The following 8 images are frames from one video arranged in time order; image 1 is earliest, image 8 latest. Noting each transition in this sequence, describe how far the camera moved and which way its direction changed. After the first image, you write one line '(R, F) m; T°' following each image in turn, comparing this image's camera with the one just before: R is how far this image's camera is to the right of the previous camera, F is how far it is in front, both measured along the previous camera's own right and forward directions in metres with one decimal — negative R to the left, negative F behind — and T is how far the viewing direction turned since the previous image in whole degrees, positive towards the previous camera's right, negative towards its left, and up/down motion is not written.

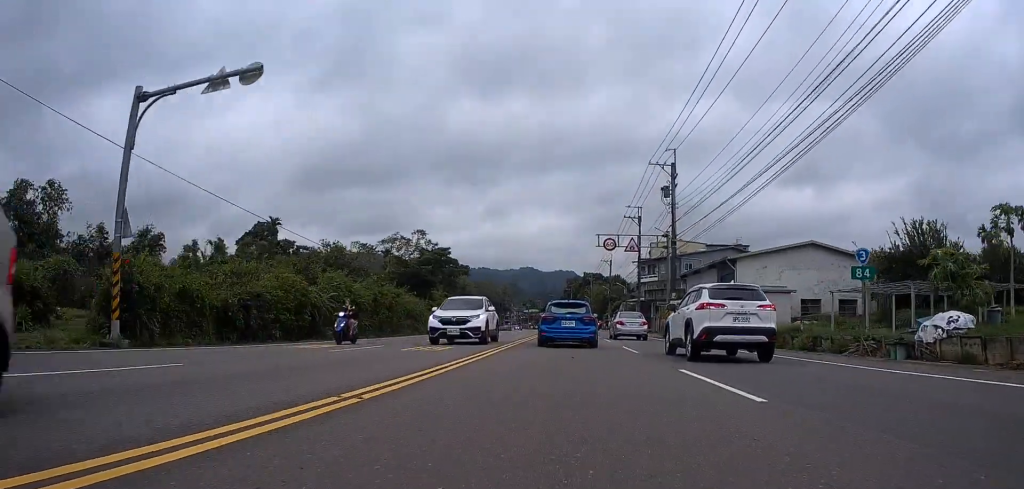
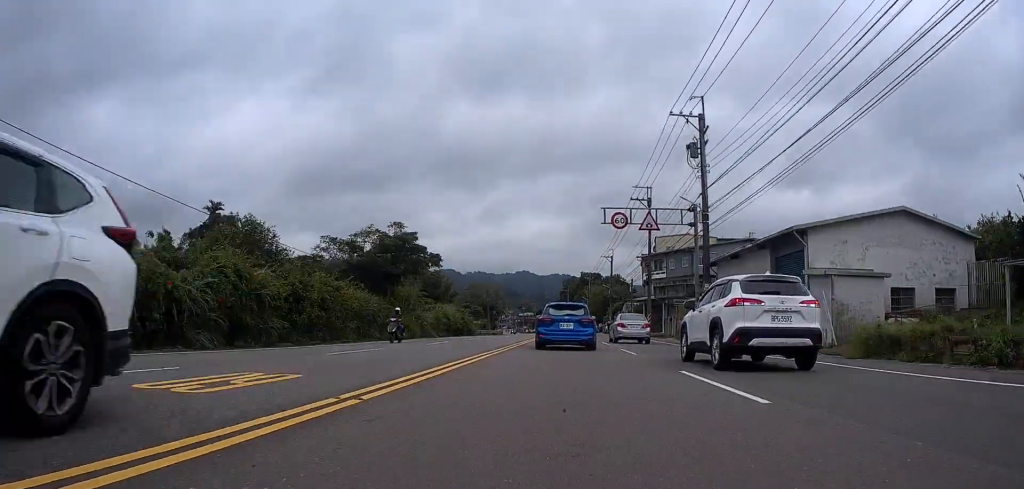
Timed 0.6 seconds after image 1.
(-0.1, +8.5) m; -1°
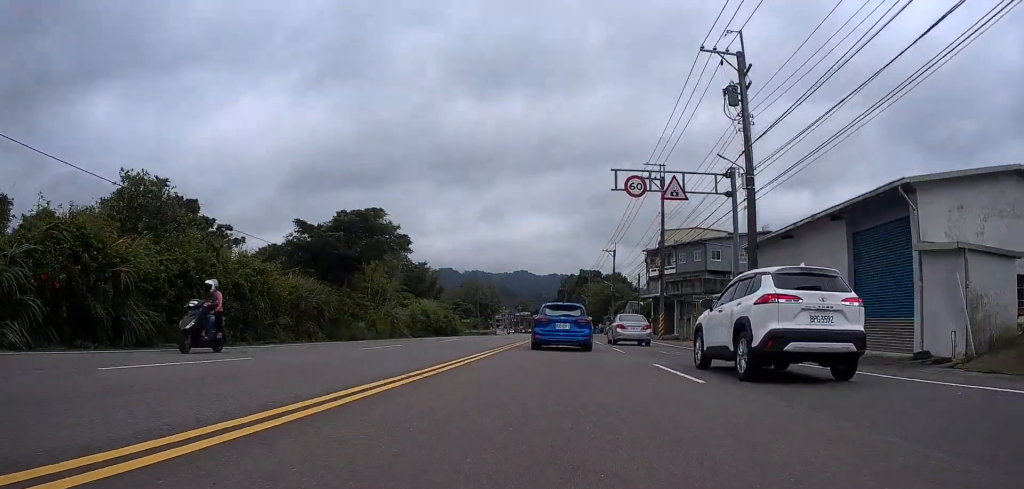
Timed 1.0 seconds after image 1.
(0.0, +6.8) m; 0°
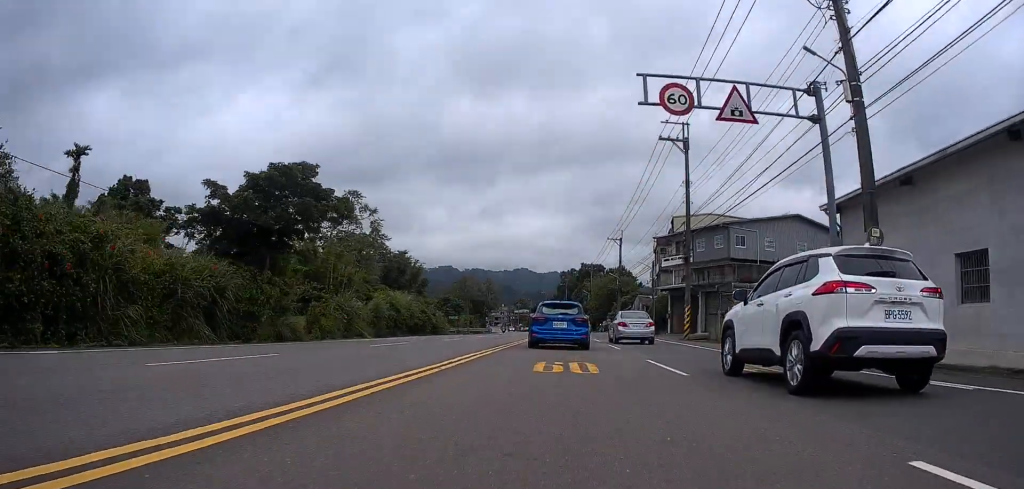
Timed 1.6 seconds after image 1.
(0.0, +8.3) m; 0°
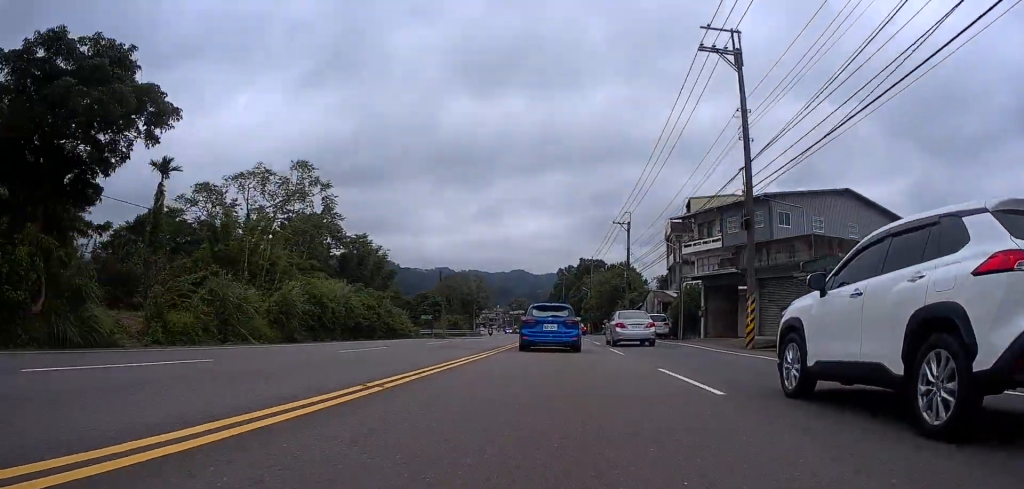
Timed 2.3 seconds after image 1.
(0.0, +12.6) m; 0°
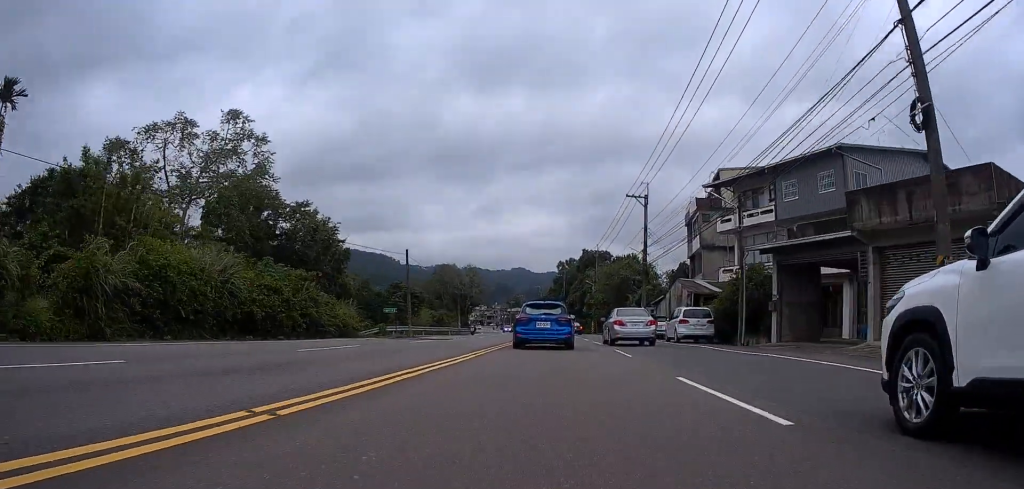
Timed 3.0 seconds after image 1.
(+0.1, +15.2) m; +2°
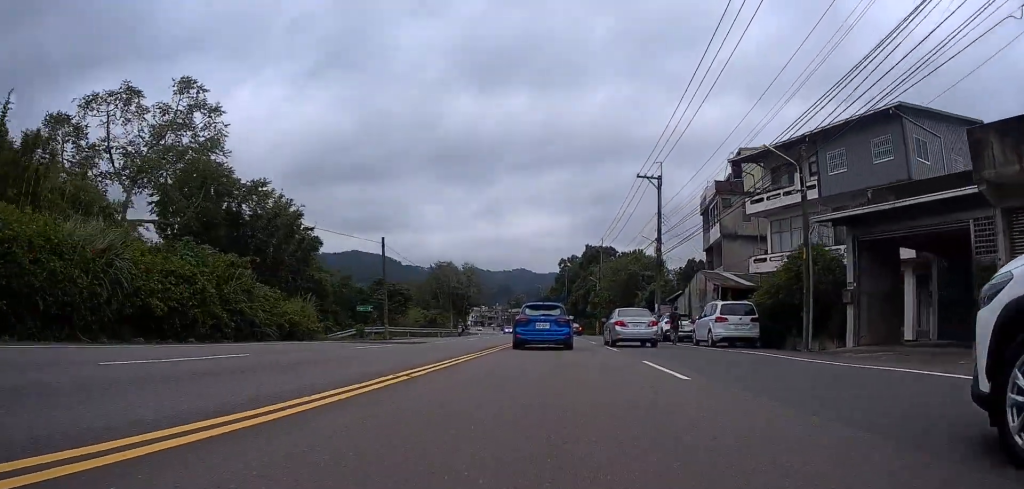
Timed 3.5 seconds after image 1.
(-0.3, +8.4) m; +1°
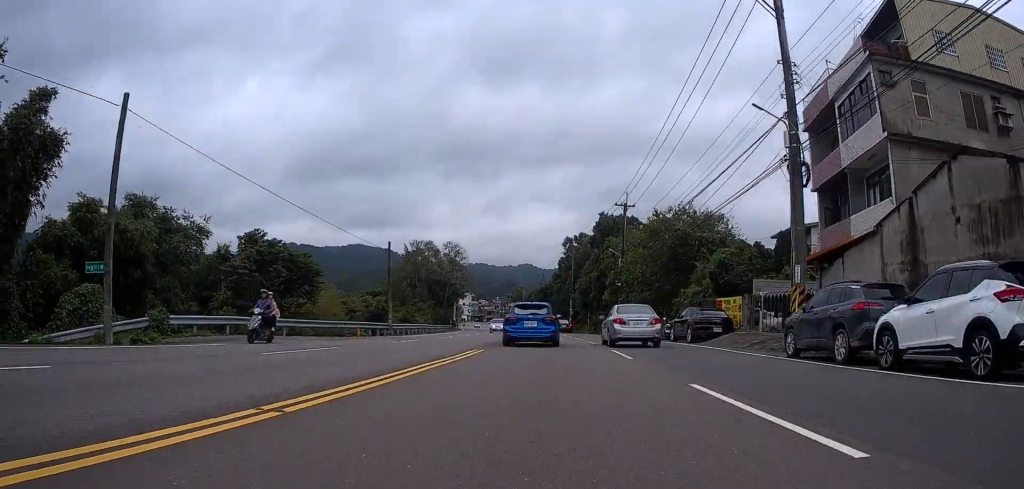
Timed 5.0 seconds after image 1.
(+0.3, +34.3) m; -3°
